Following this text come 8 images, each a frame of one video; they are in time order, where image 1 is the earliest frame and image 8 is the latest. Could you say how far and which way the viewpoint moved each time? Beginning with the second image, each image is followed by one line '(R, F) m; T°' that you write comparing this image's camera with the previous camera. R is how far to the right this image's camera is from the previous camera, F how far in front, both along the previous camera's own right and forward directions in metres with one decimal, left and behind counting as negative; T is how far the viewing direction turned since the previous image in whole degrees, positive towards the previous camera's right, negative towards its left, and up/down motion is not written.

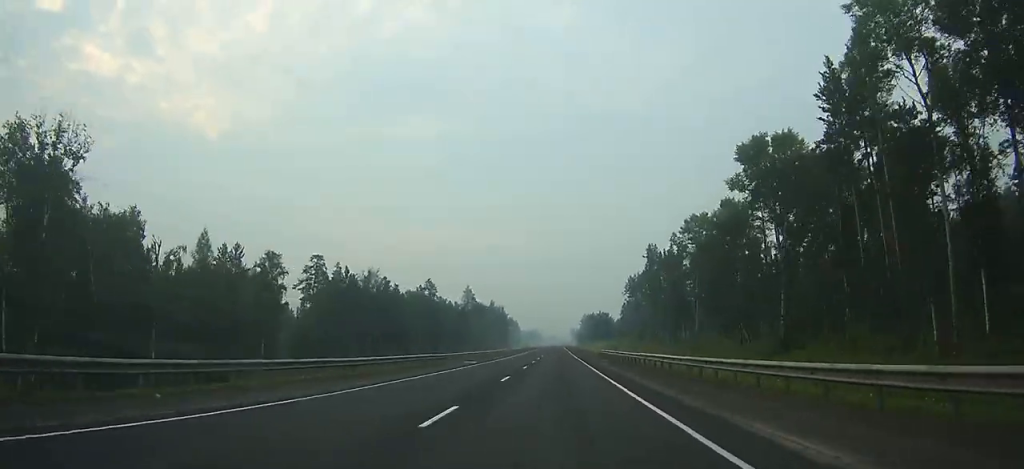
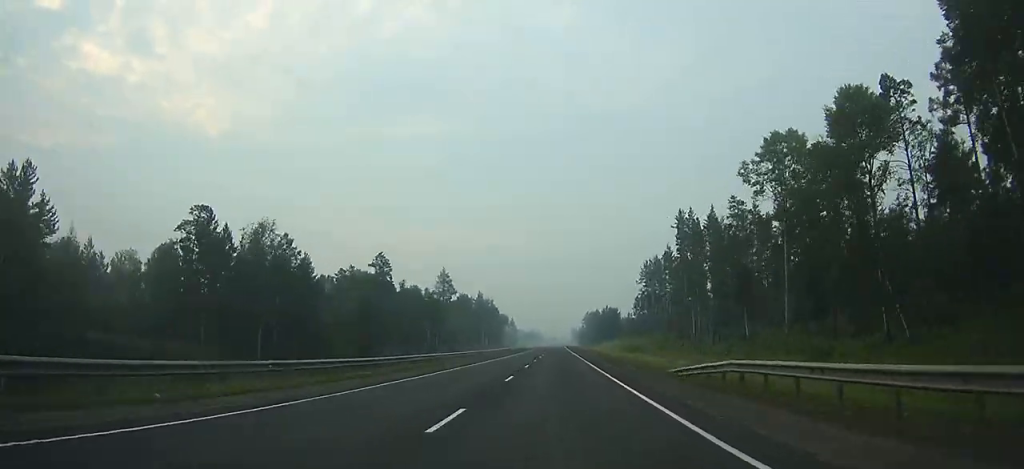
(-0.6, +45.6) m; +2°
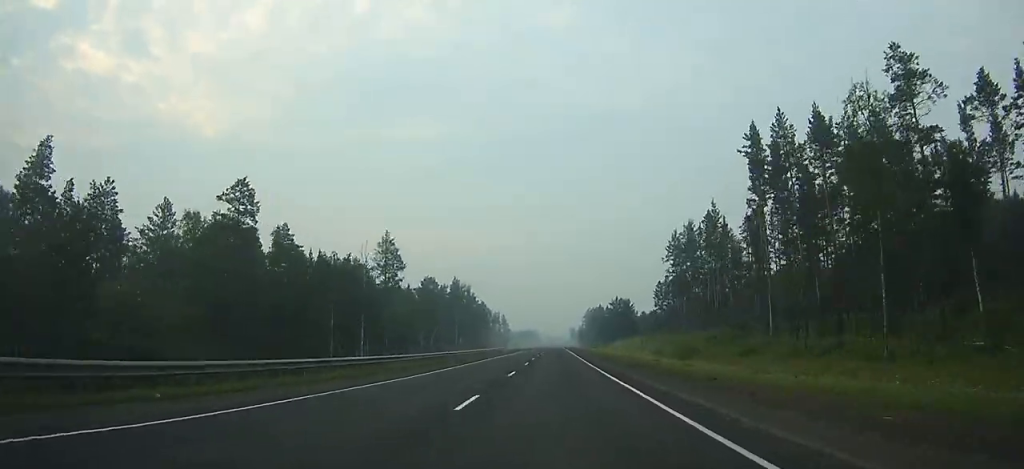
(+1.5, +53.5) m; +6°
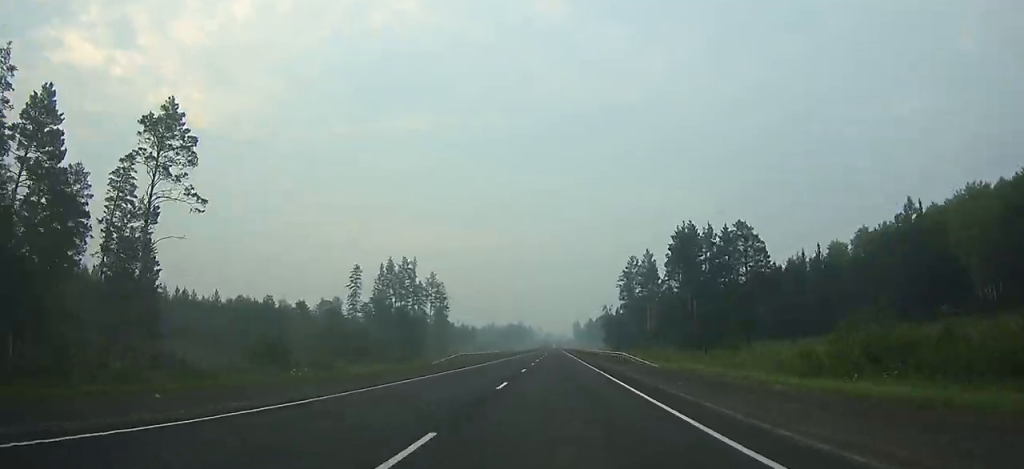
(-44.3, +253.0) m; -16°
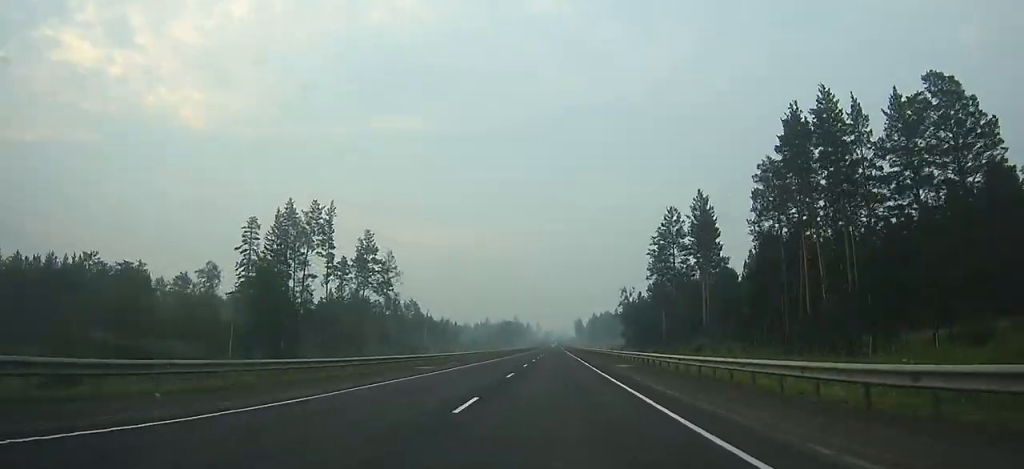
(+5.3, +69.1) m; +6°
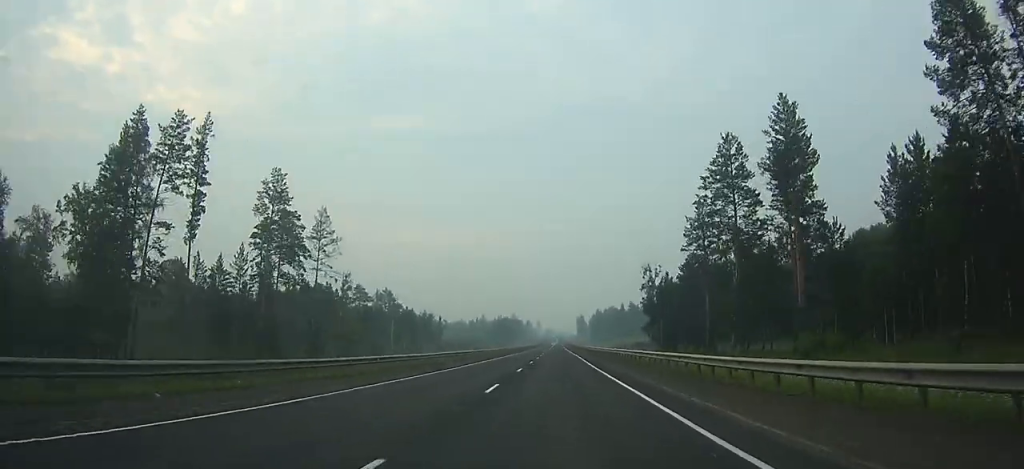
(+1.0, +44.2) m; +1°
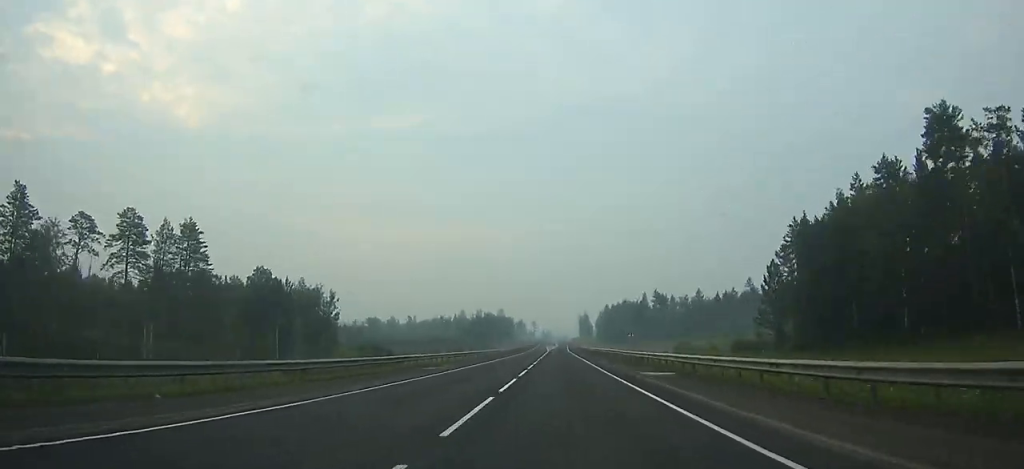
(+1.4, +129.7) m; +1°
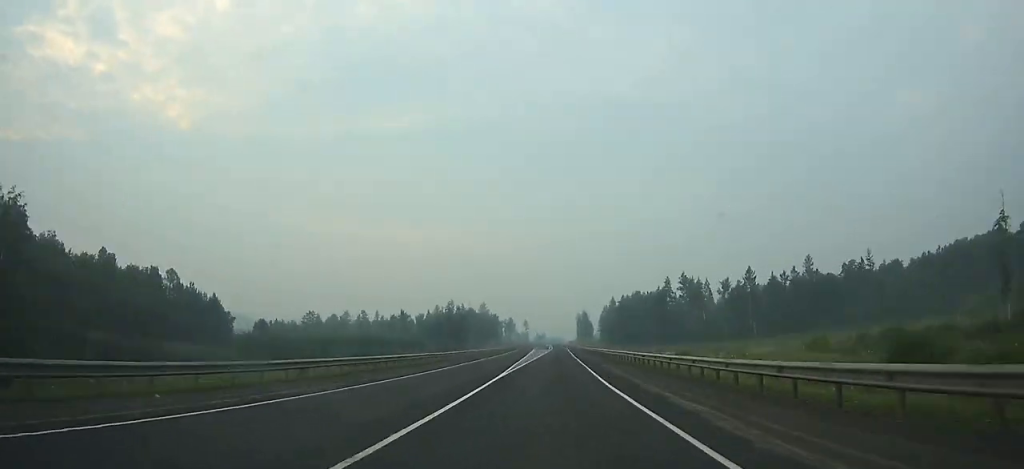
(+0.3, +91.8) m; 0°
